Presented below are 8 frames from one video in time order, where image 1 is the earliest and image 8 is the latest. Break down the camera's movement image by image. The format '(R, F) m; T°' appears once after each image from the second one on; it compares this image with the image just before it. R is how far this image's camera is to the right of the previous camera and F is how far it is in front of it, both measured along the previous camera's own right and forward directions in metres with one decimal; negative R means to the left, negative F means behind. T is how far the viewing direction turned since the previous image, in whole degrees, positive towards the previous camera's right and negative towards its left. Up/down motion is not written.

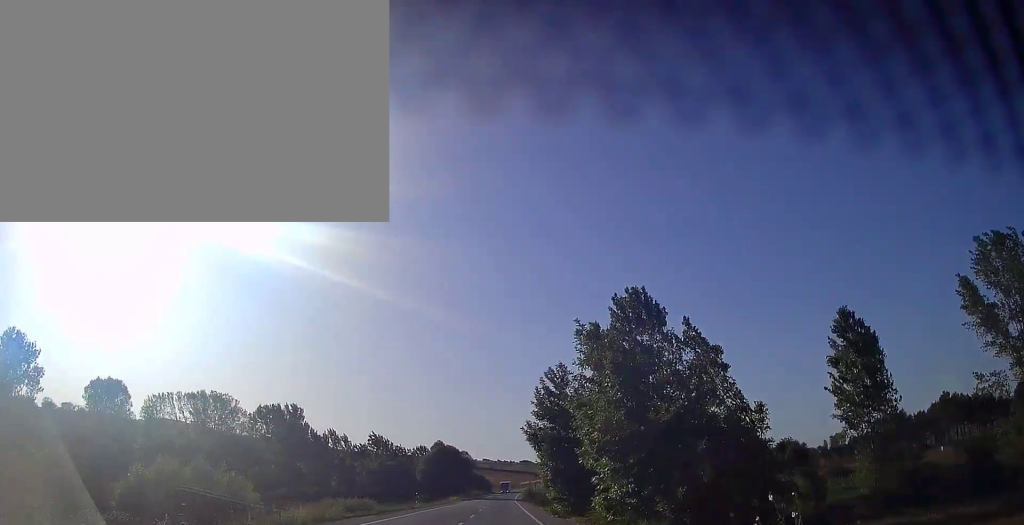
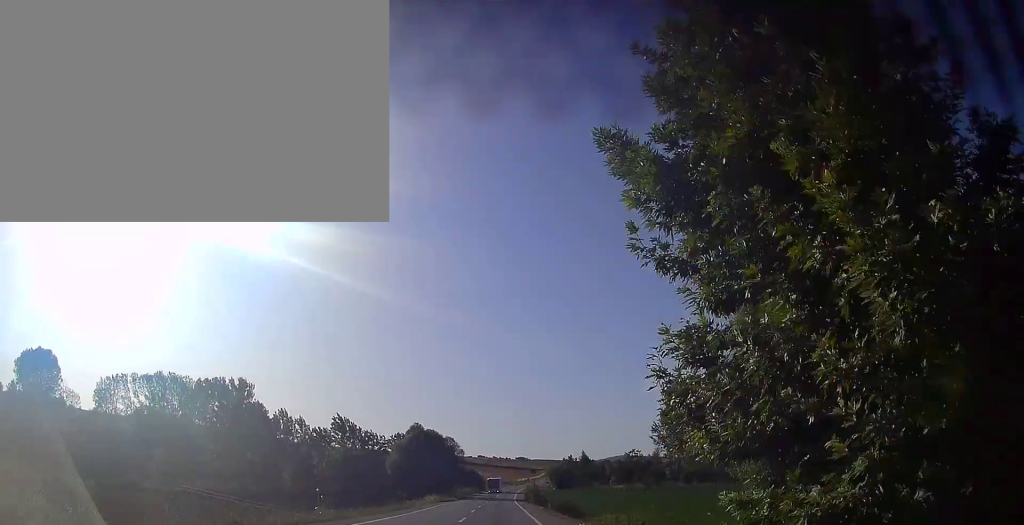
(+0.1, +29.0) m; +1°
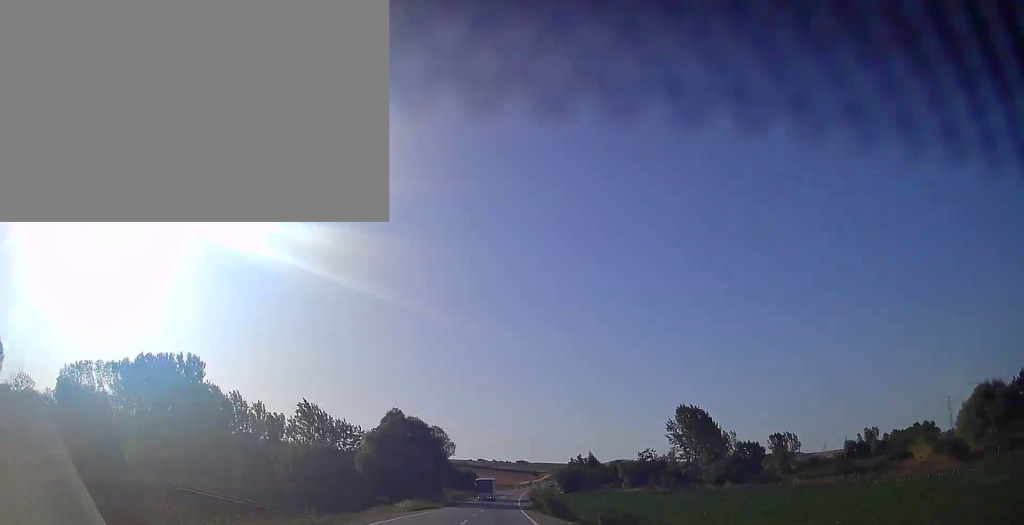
(+0.1, +21.3) m; 0°
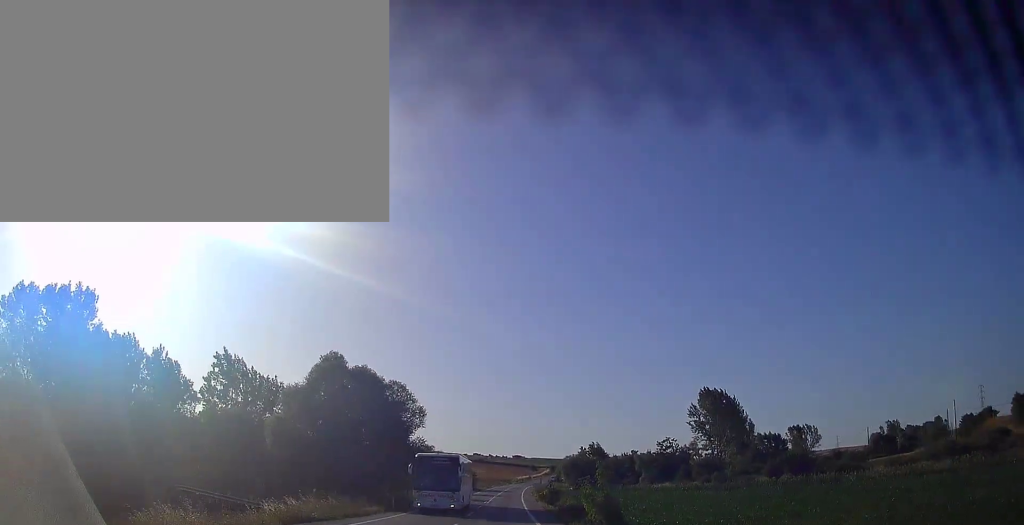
(0.0, +29.6) m; 0°
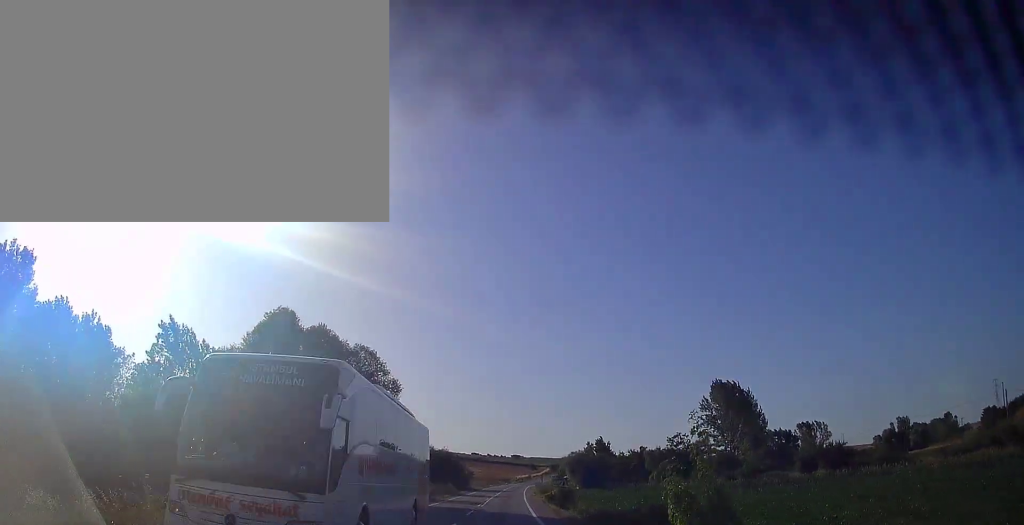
(0.0, +12.7) m; 0°
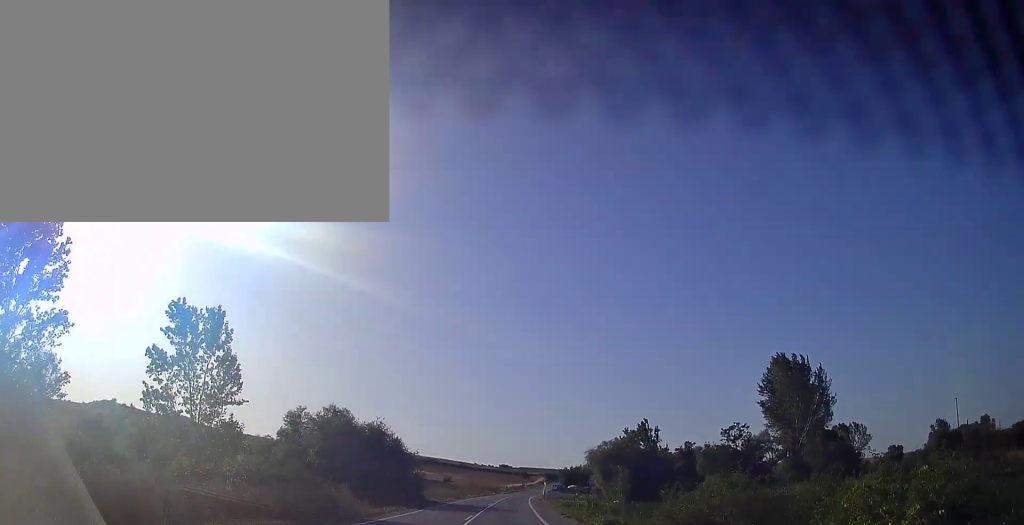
(+0.4, +48.2) m; +1°
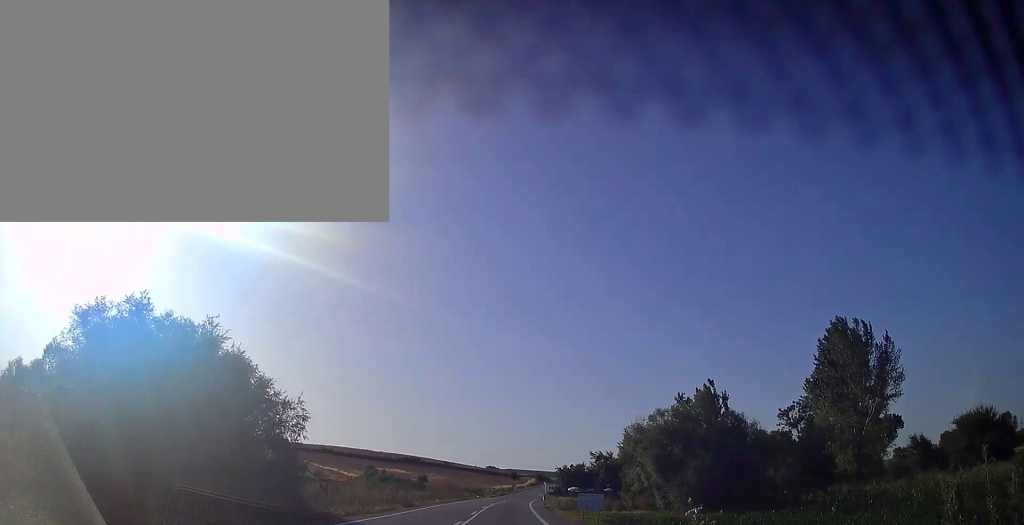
(+0.2, +30.0) m; +1°
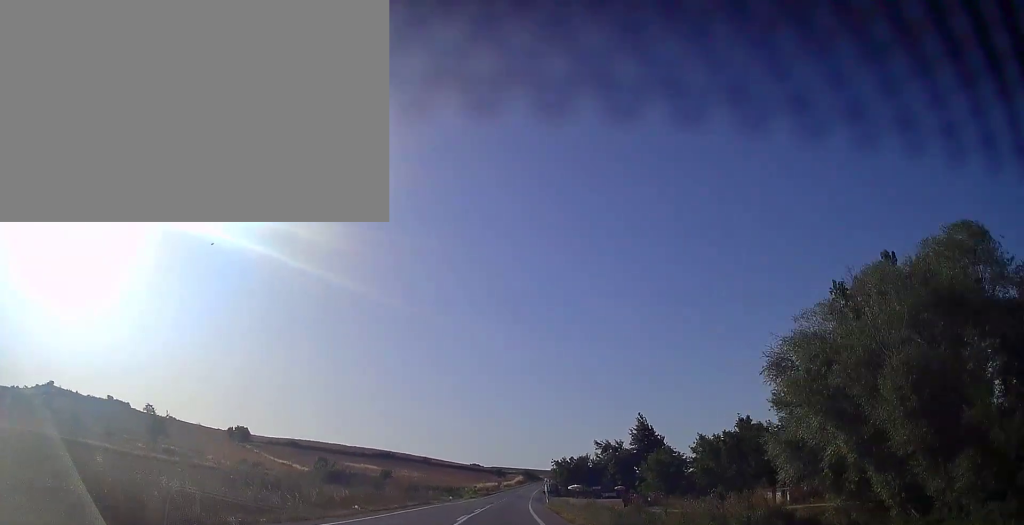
(+0.3, +29.1) m; +1°
